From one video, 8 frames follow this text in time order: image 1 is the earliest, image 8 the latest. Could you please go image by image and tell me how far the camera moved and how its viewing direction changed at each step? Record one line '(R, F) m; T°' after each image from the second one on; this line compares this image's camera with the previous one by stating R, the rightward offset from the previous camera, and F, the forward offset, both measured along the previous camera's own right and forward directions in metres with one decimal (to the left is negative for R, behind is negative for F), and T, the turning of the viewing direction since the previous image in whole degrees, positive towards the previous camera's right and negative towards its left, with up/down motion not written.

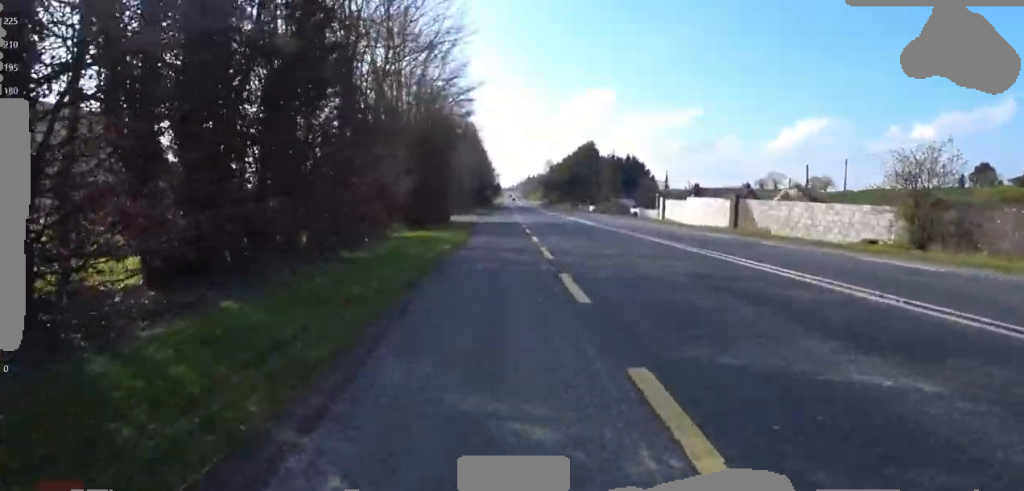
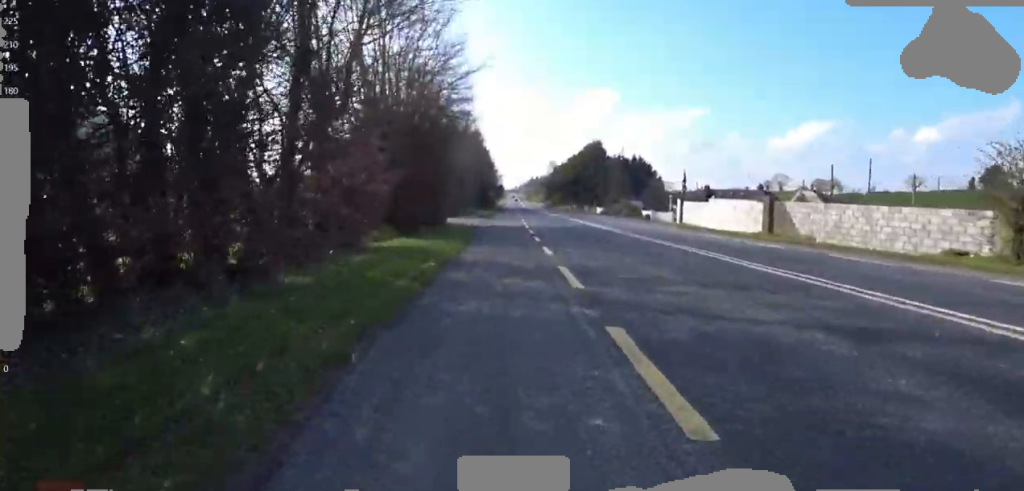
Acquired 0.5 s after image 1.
(0.0, +3.1) m; 0°
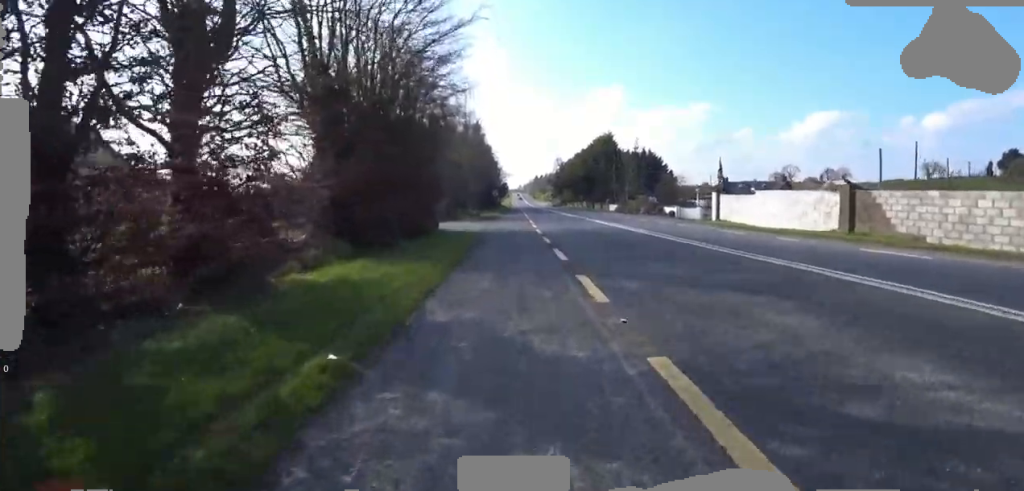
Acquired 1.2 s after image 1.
(0.0, +5.5) m; 0°
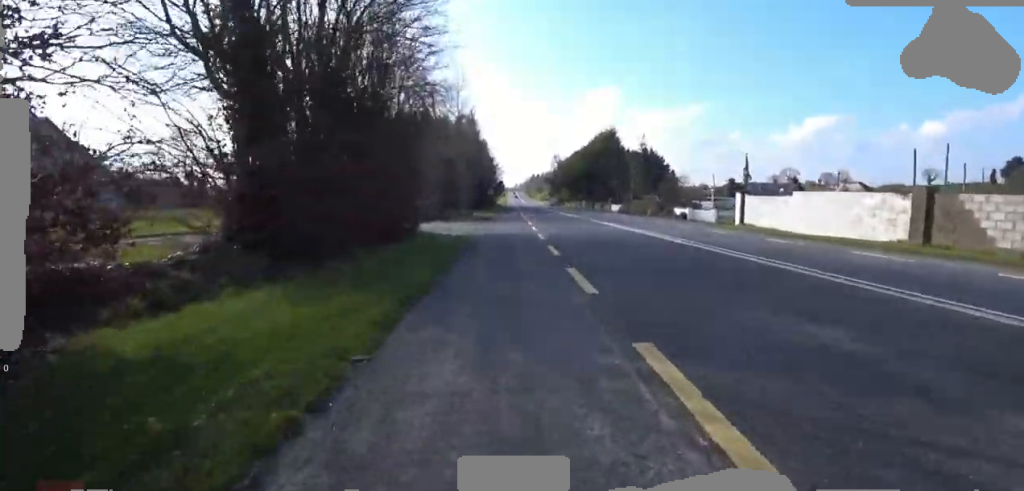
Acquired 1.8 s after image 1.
(0.0, +4.0) m; 0°
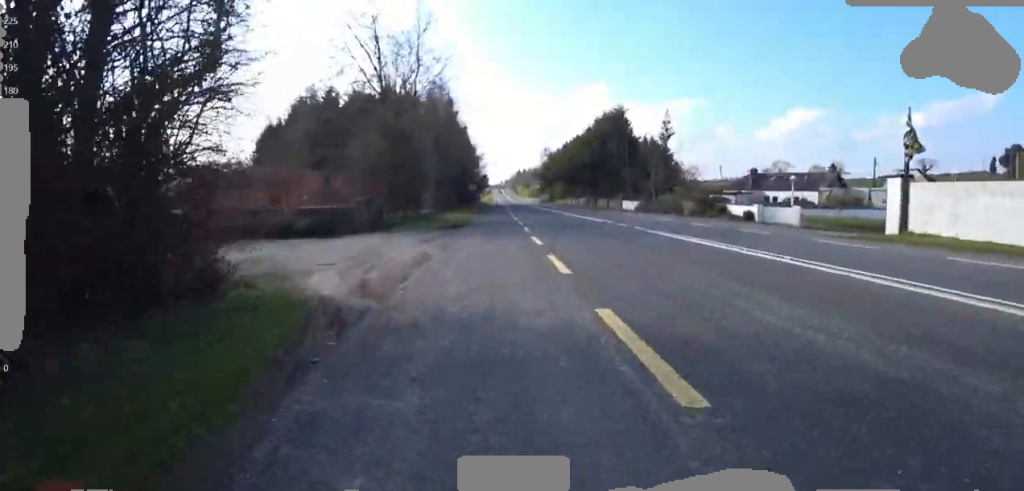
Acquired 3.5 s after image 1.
(0.0, +11.9) m; 0°
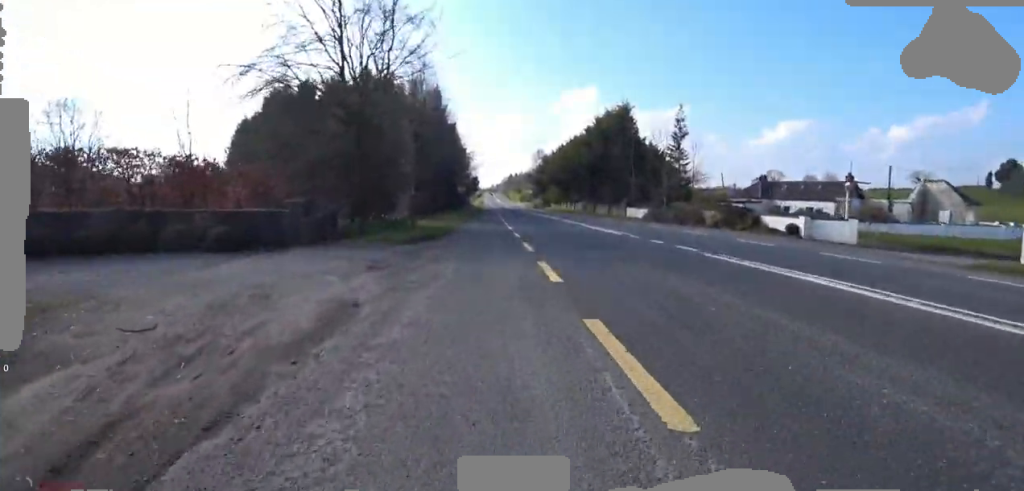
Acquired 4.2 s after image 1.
(0.0, +4.6) m; 0°
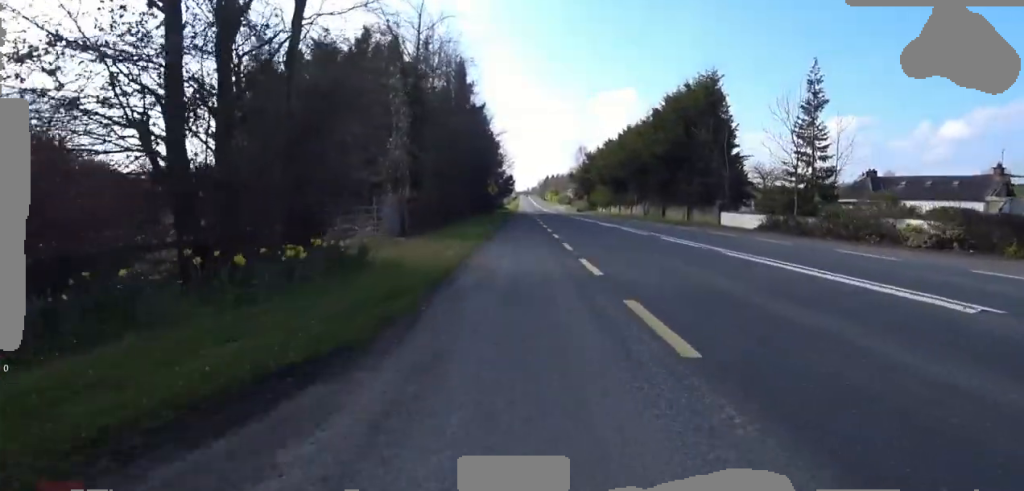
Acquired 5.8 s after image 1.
(0.0, +11.0) m; 0°
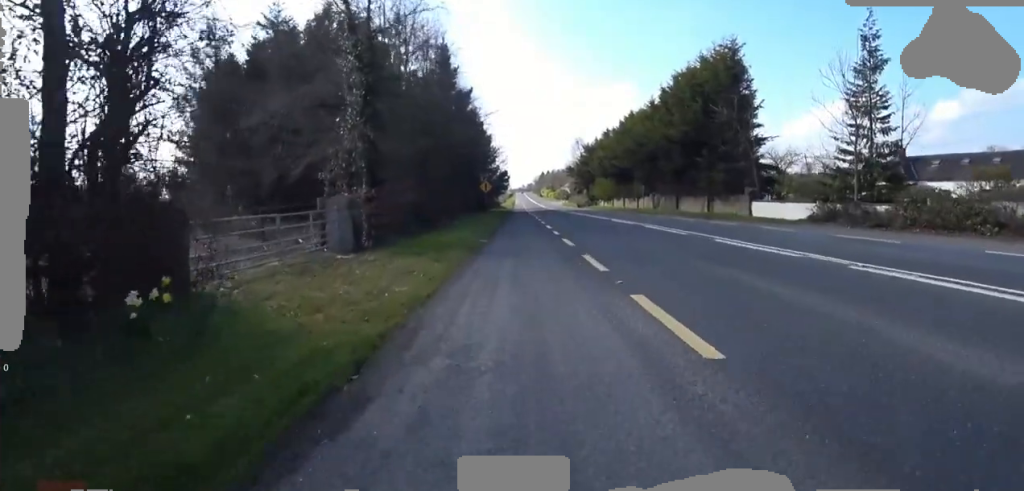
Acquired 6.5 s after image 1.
(0.0, +4.4) m; 0°
